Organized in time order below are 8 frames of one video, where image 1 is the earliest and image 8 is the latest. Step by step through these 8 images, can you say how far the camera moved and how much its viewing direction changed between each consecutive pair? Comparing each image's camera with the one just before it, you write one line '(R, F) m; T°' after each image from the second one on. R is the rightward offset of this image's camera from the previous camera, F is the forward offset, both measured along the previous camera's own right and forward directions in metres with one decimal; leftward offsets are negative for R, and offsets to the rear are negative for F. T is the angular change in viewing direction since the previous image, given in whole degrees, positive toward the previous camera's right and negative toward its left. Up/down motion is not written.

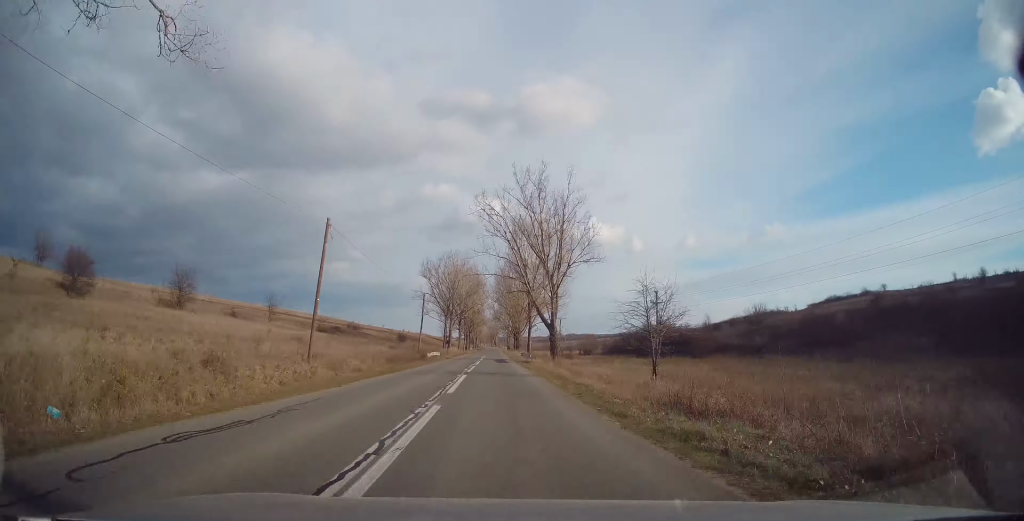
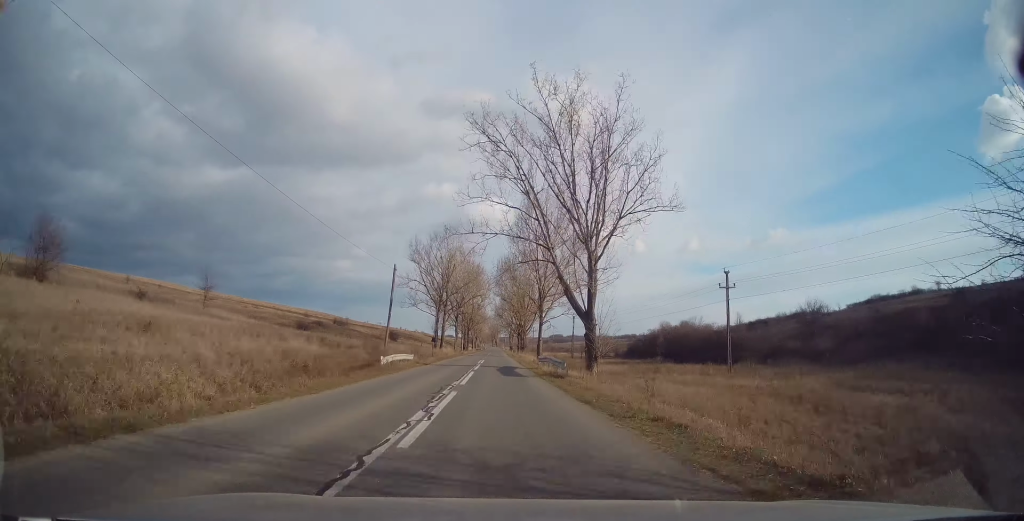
(+0.5, +19.1) m; 0°
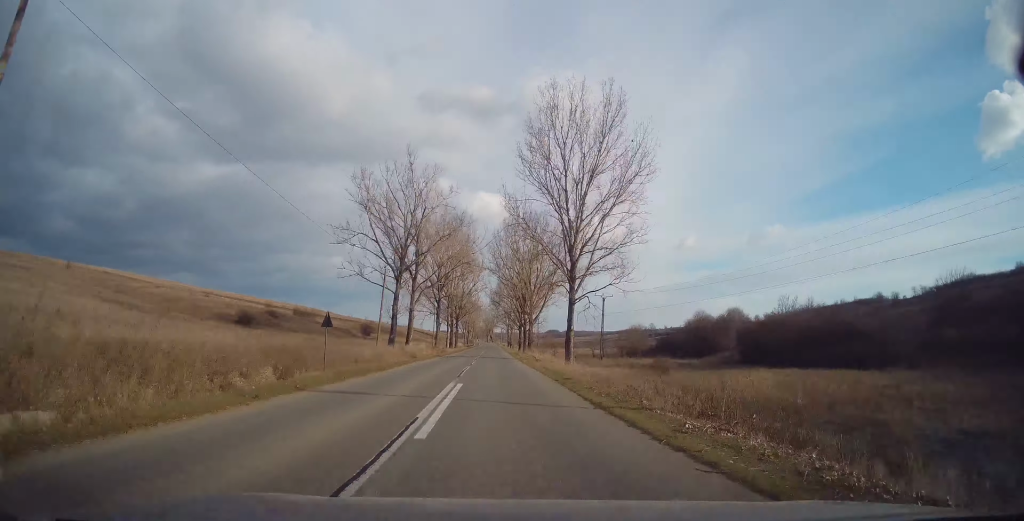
(-0.7, +34.1) m; -1°
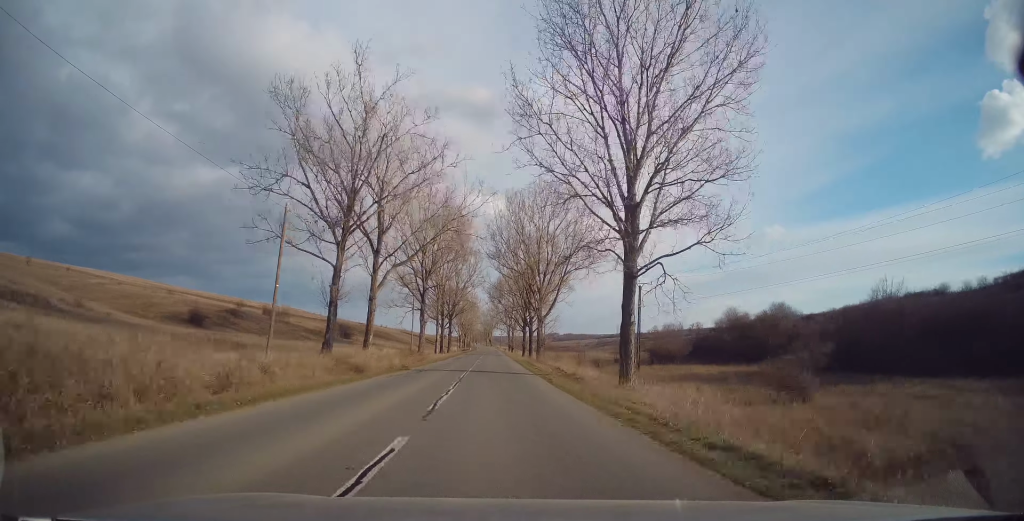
(0.0, +20.7) m; +1°
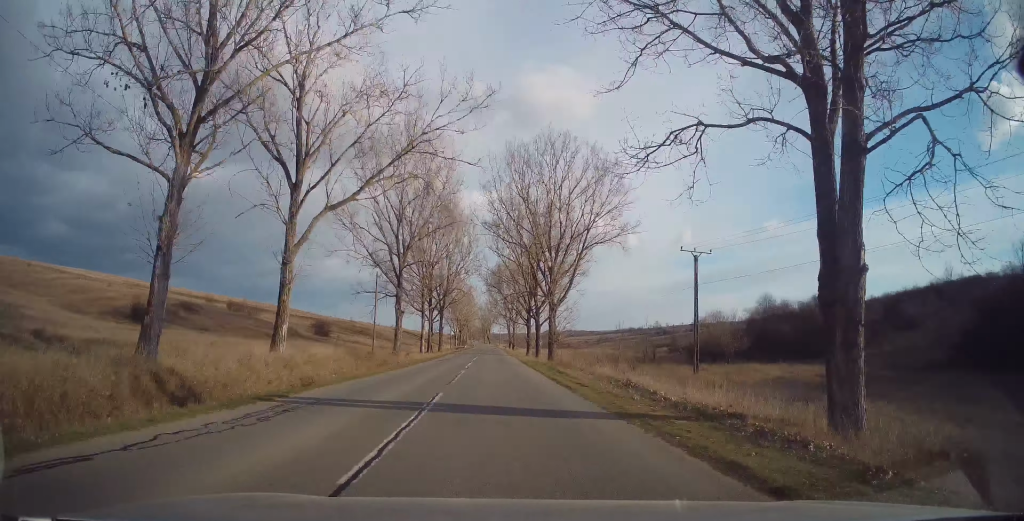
(+0.3, +16.0) m; 0°
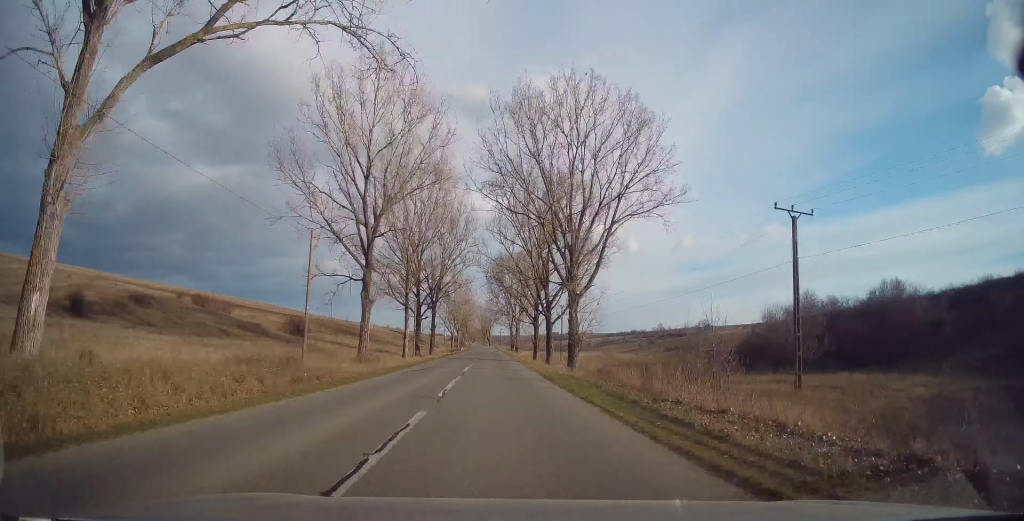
(+0.1, +15.9) m; 0°
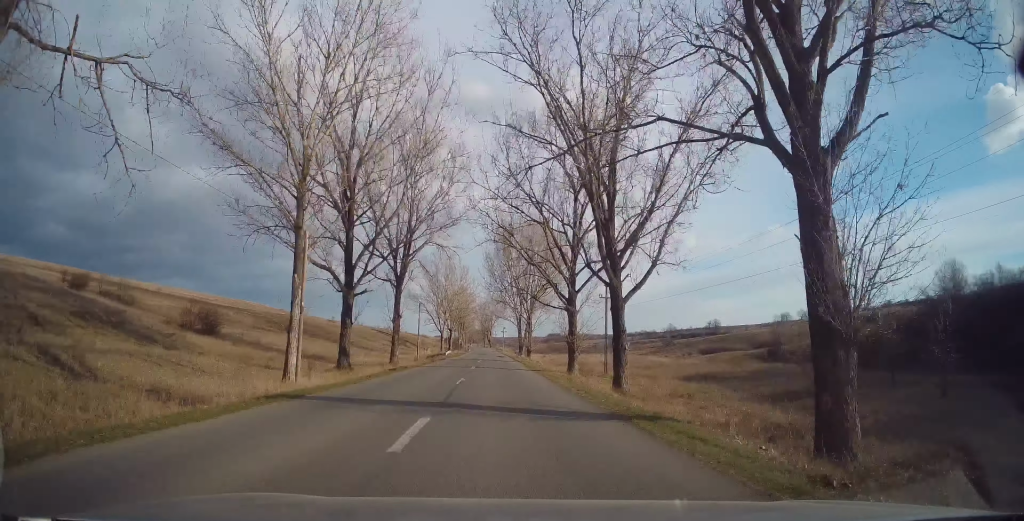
(-0.4, +35.0) m; 0°
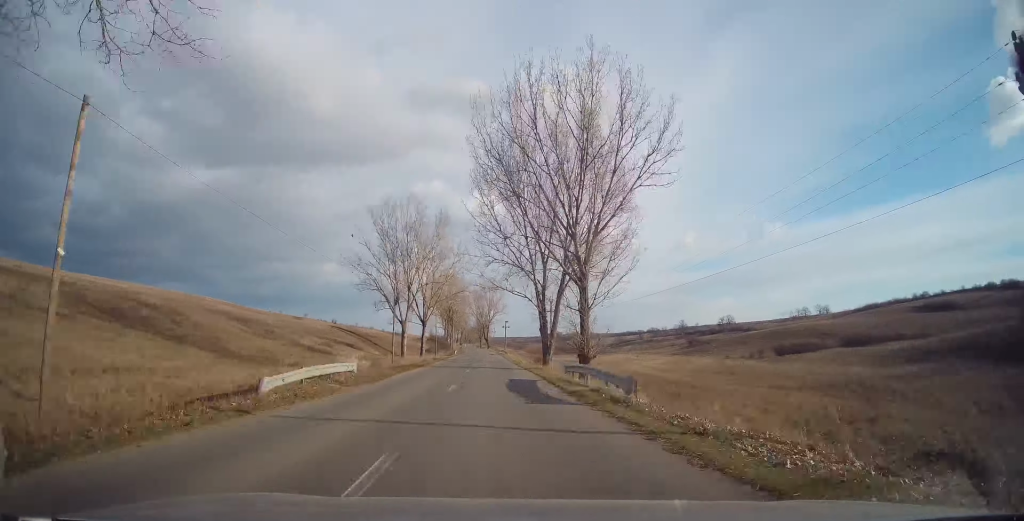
(+0.7, +49.5) m; +1°
